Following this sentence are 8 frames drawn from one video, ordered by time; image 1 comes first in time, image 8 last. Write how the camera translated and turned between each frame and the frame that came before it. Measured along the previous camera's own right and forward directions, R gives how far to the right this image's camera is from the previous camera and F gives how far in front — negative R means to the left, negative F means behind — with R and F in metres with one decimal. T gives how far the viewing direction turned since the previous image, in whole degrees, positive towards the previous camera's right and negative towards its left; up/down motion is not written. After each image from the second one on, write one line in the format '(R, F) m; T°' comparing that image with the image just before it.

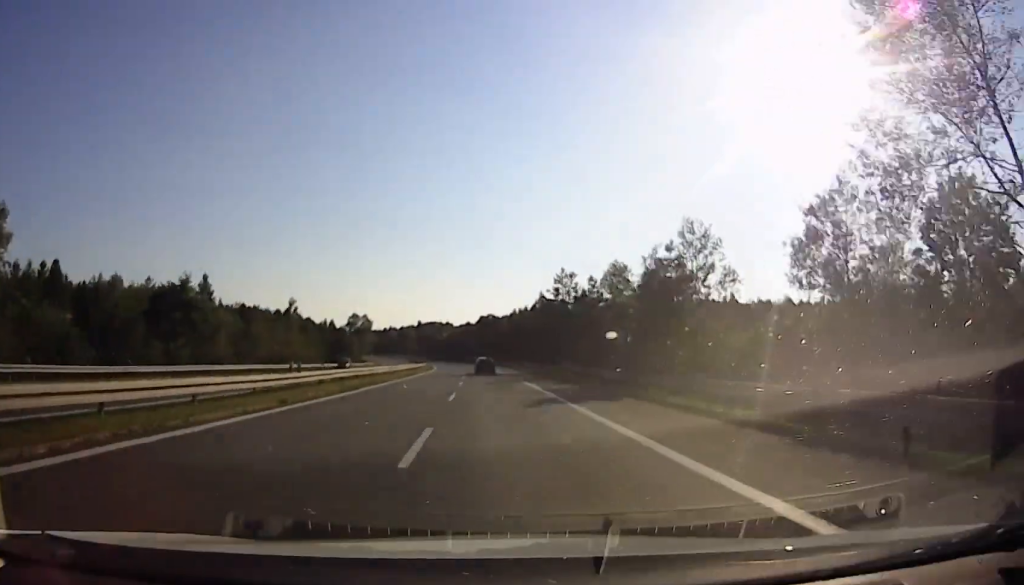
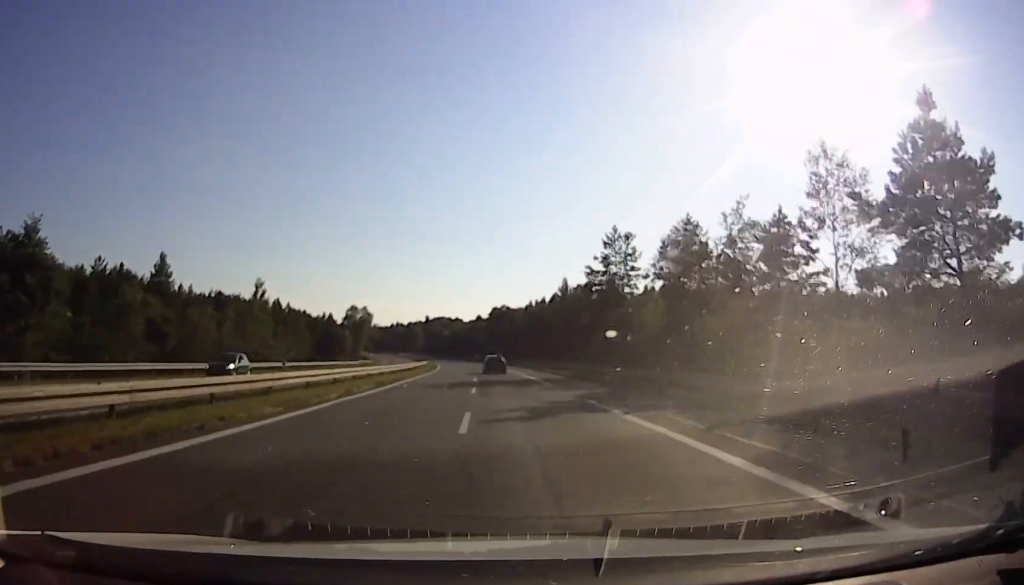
(+0.2, +19.6) m; 0°
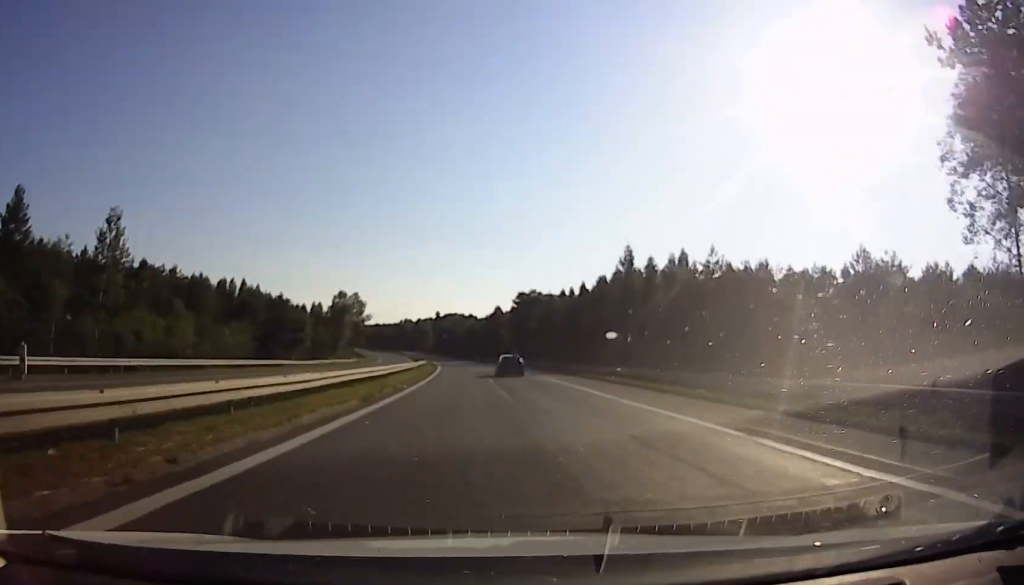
(-0.4, +36.3) m; -1°
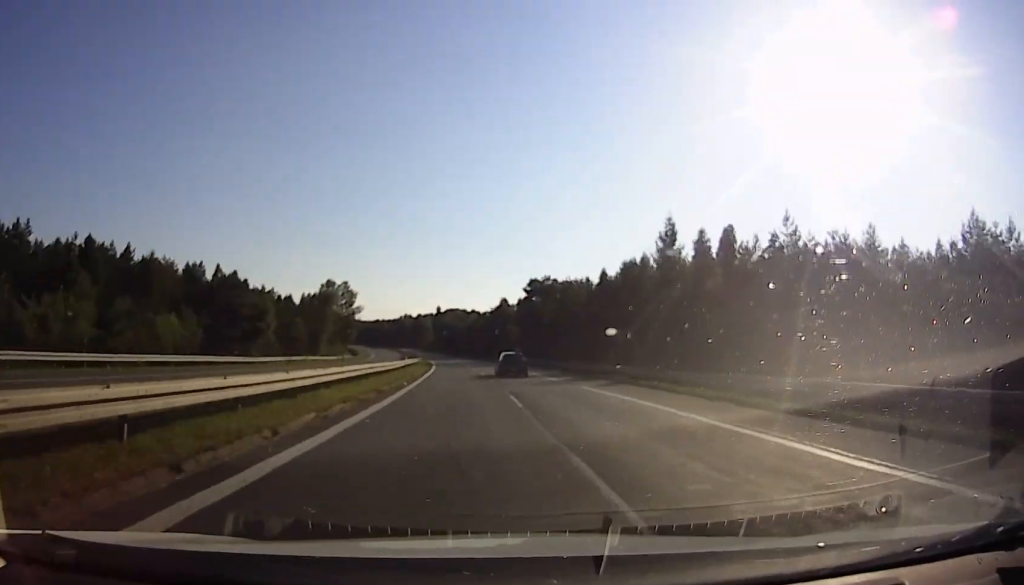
(-0.1, +15.6) m; 0°
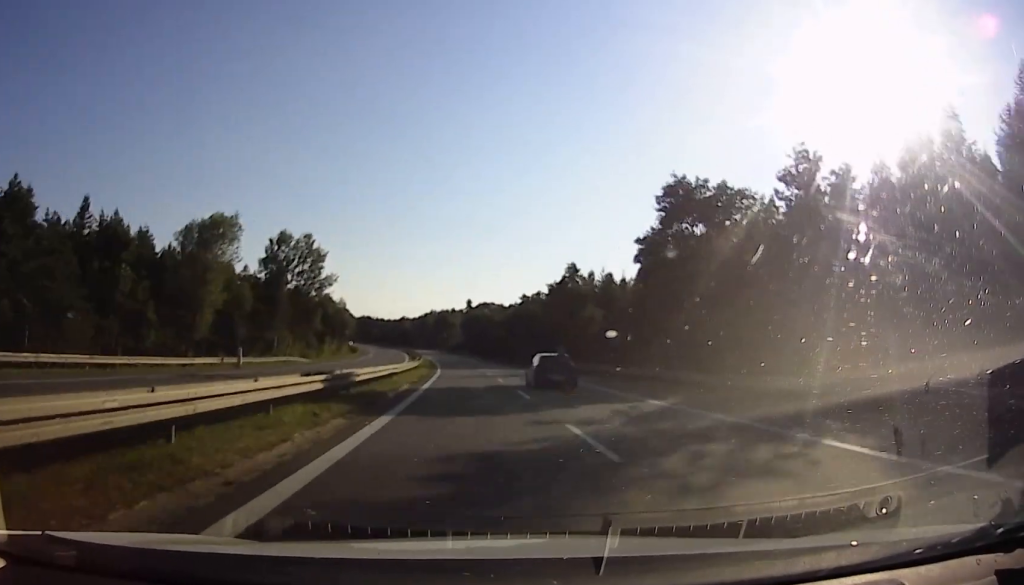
(-0.4, +54.3) m; -2°
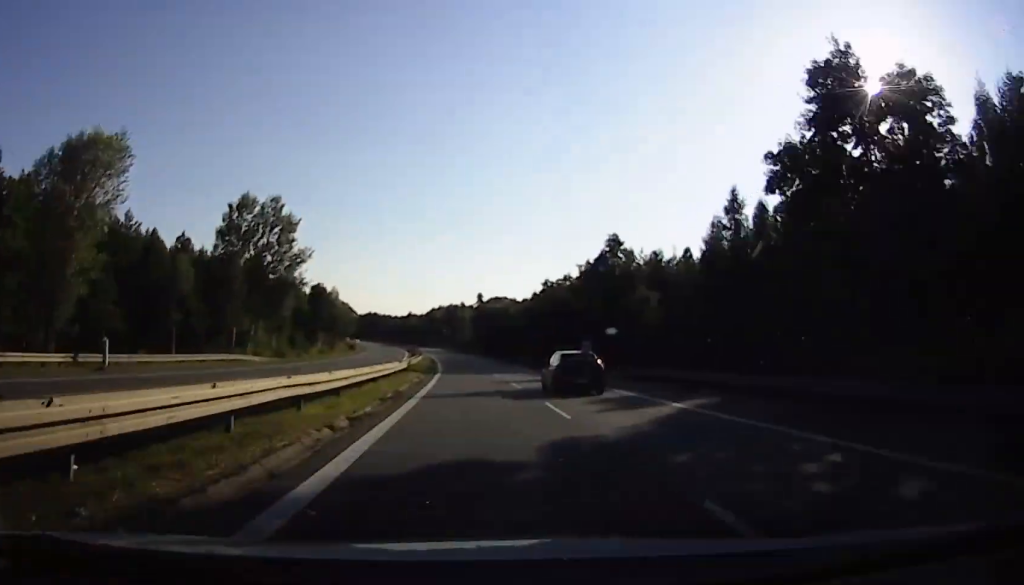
(-0.2, +18.2) m; -1°
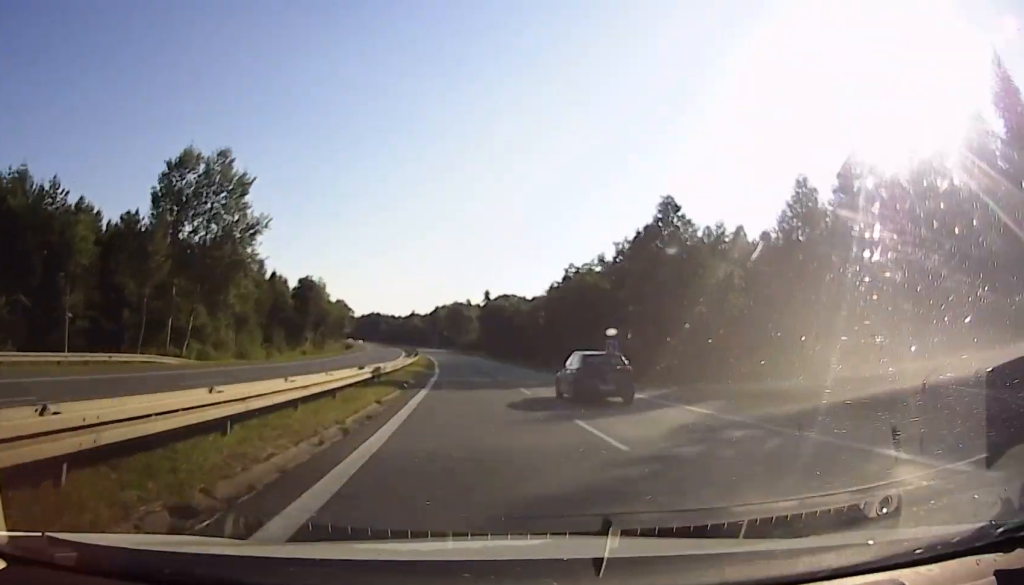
(-0.2, +15.9) m; -1°
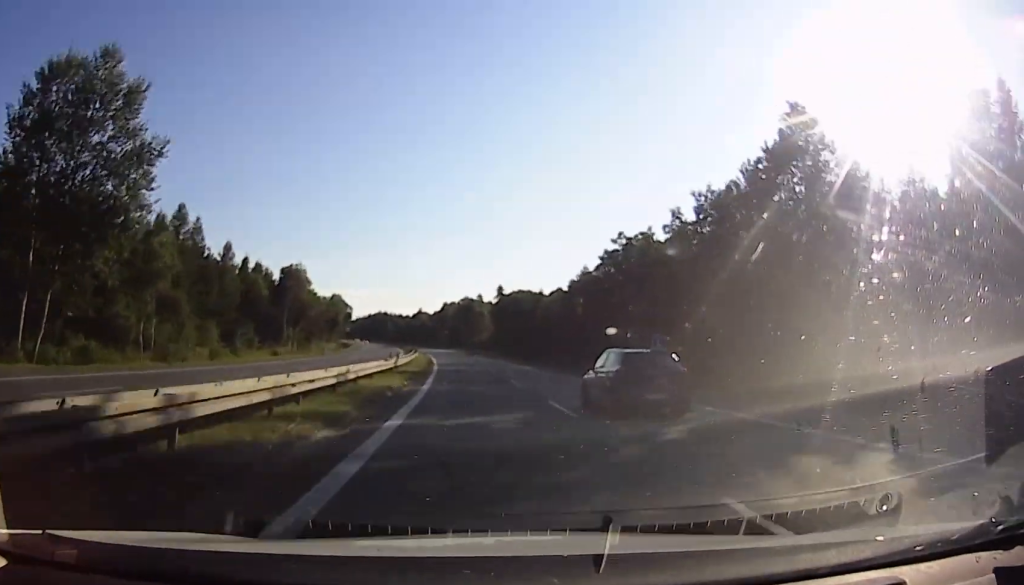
(-0.1, +19.3) m; -1°
